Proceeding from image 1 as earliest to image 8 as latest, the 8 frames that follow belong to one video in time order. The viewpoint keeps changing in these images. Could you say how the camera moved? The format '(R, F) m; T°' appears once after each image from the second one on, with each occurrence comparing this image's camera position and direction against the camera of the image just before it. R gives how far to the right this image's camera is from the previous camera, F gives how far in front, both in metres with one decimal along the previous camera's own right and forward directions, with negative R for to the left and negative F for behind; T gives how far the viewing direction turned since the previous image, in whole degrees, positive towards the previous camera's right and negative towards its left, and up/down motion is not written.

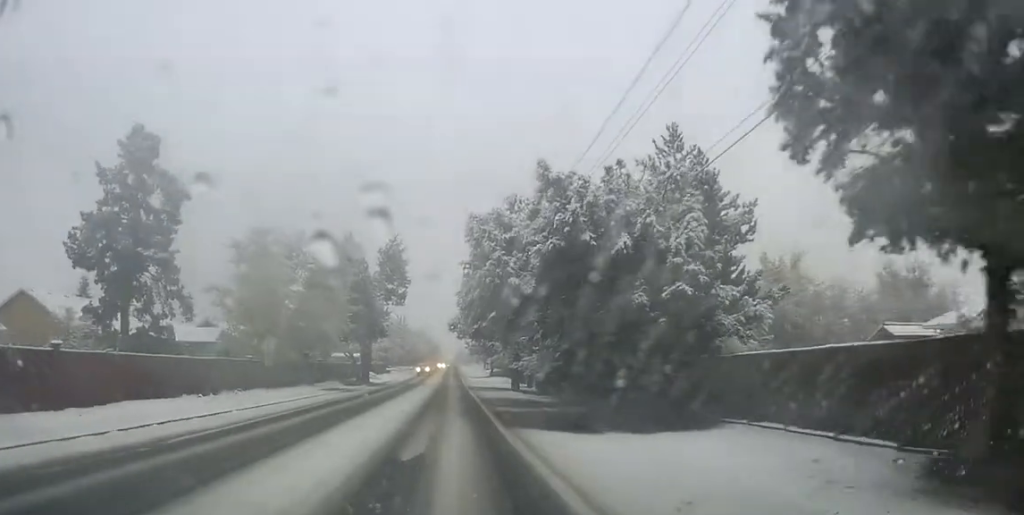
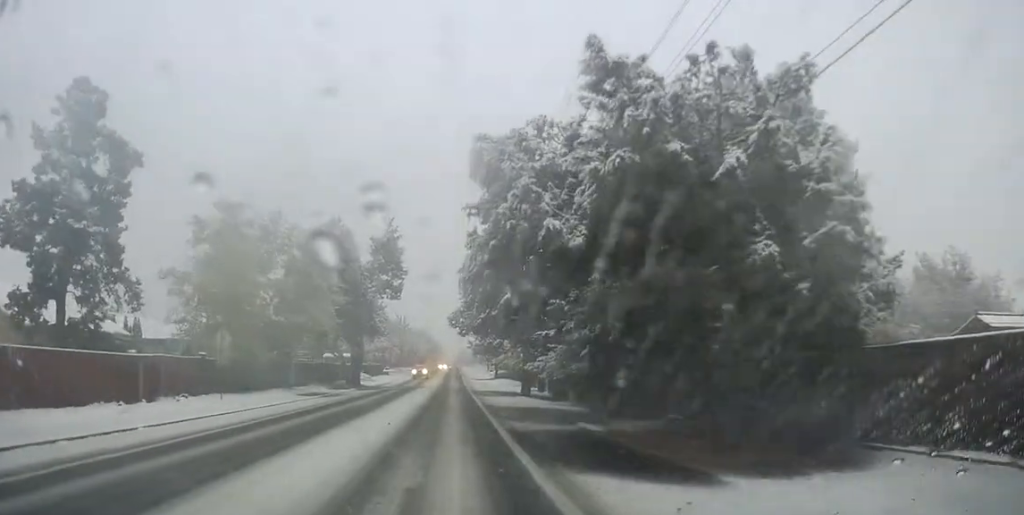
(-0.1, +7.3) m; -1°
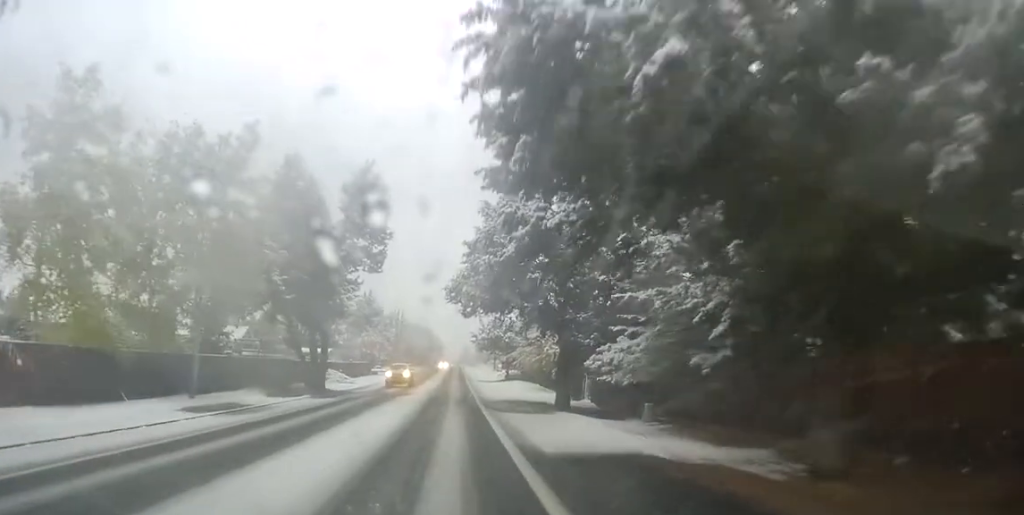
(-0.1, +16.1) m; 0°
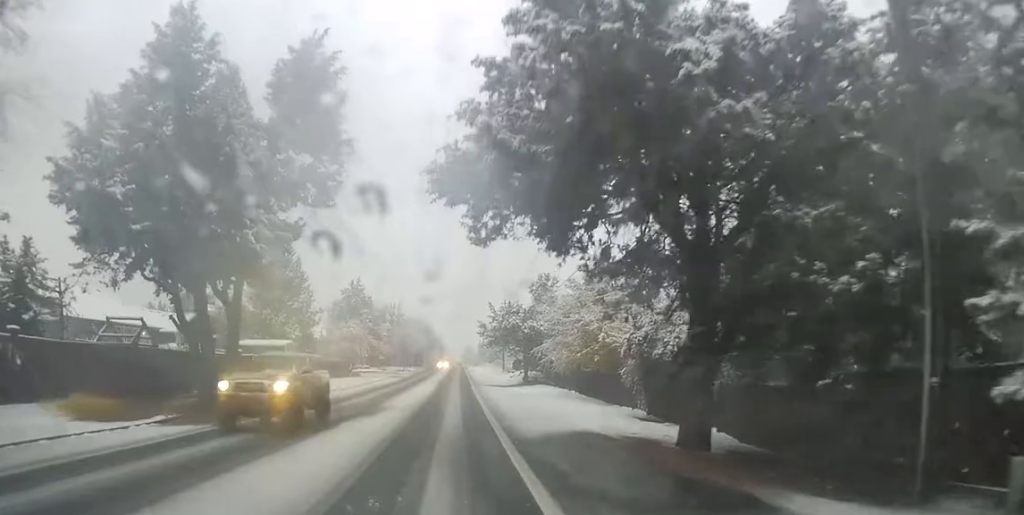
(0.0, +17.9) m; 0°
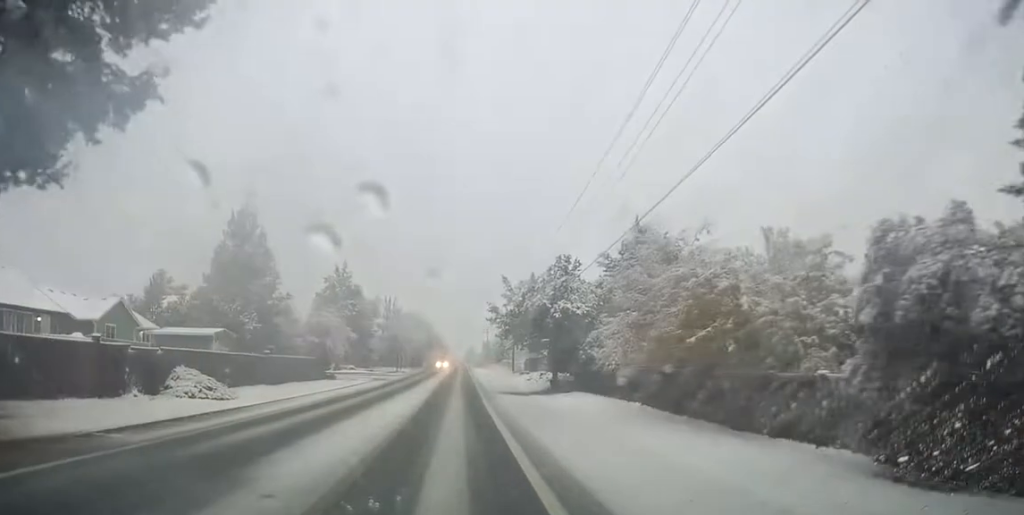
(0.0, +14.8) m; 0°
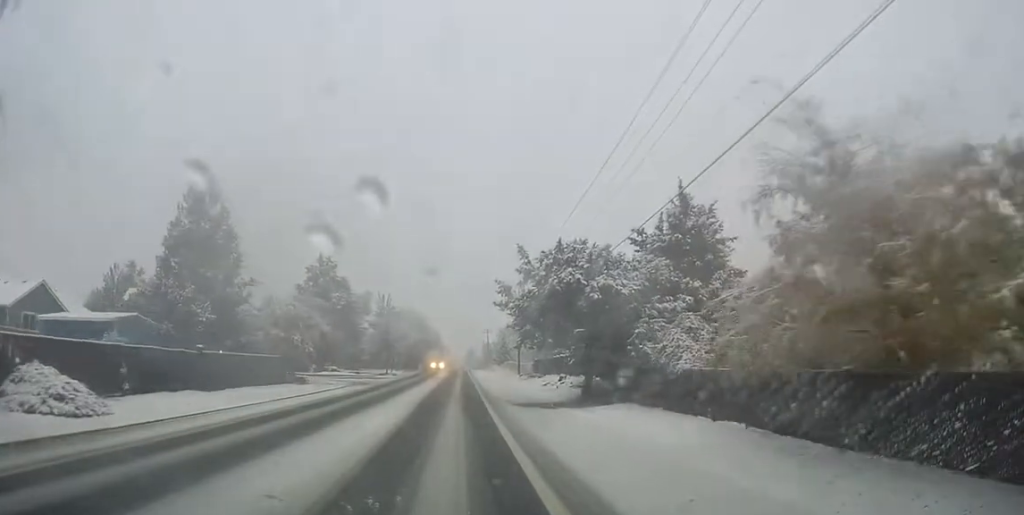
(0.0, +10.1) m; -1°
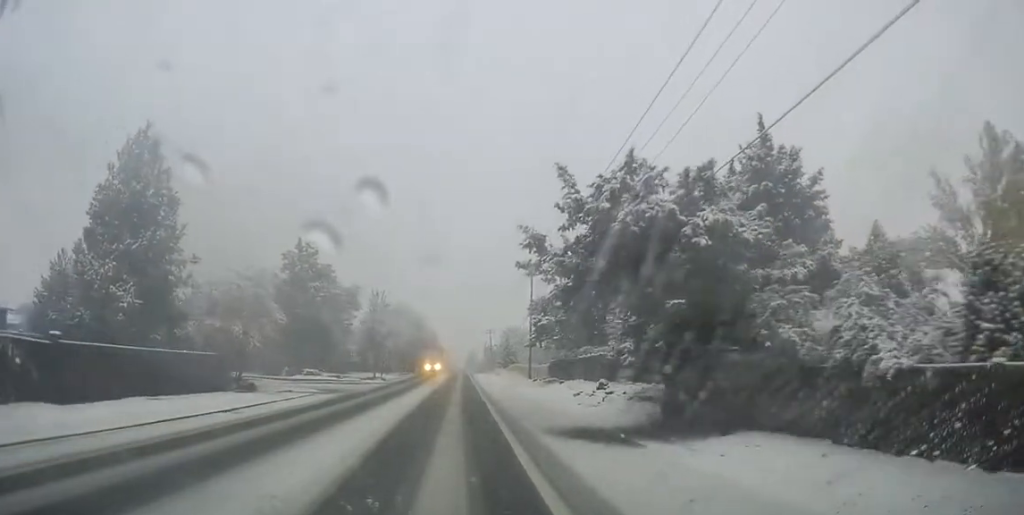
(-0.1, +11.4) m; -1°
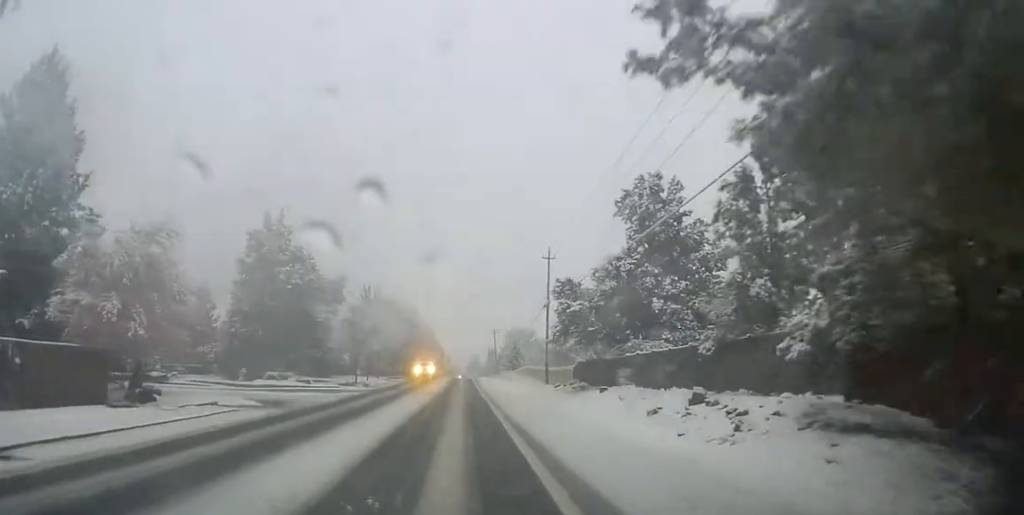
(-0.2, +12.1) m; 0°
